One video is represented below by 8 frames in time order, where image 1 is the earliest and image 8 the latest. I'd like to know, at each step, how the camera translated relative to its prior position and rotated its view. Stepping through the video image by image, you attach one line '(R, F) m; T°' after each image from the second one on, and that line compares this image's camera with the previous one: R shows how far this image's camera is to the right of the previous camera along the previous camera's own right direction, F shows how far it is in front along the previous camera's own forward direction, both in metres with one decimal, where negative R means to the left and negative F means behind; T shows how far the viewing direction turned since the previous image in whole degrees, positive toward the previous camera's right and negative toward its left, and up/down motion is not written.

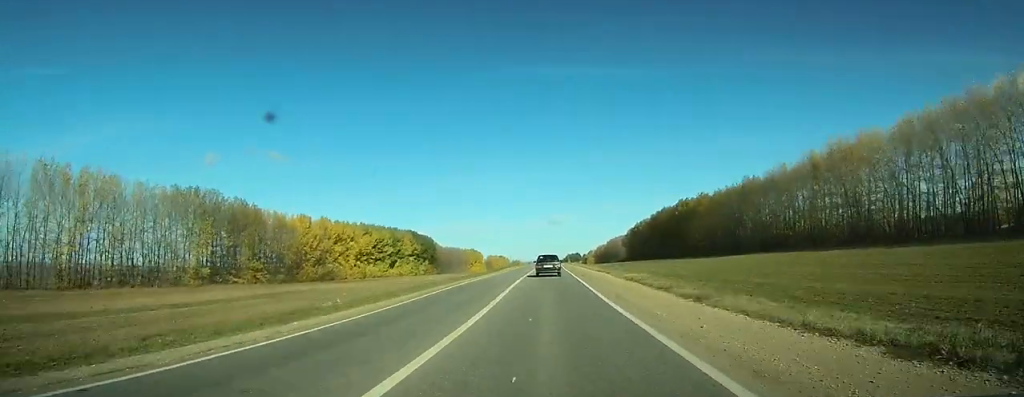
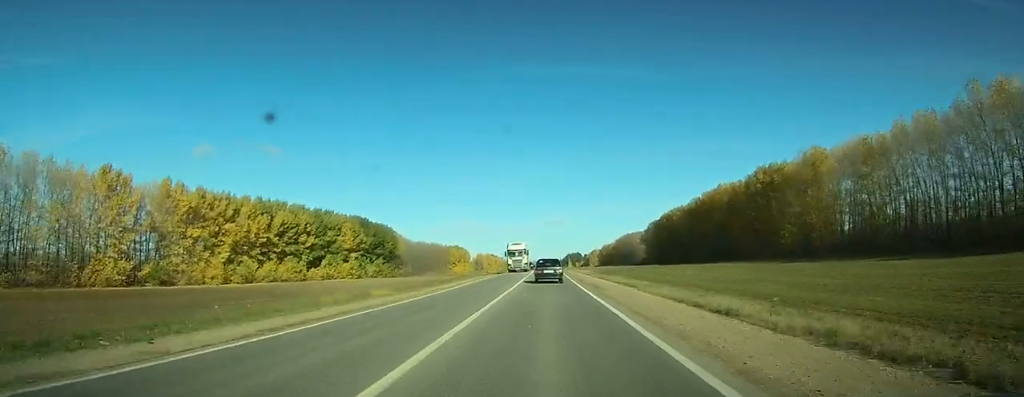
(-0.4, +93.1) m; 0°
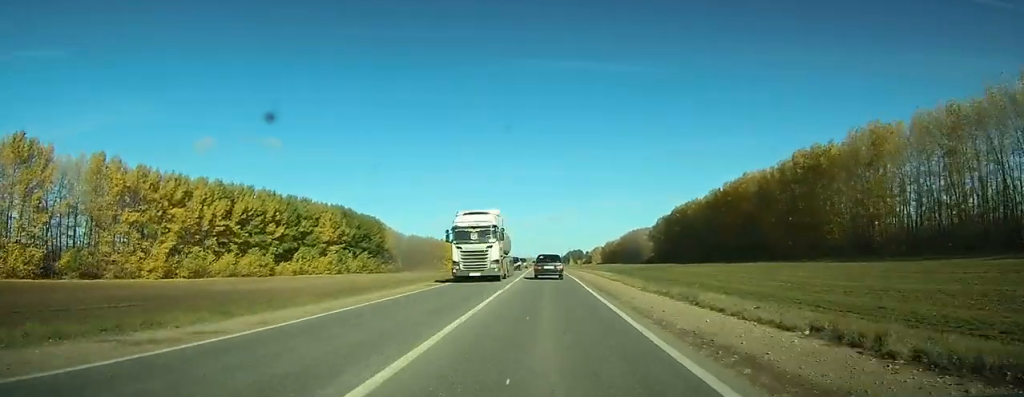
(0.0, +23.8) m; 0°
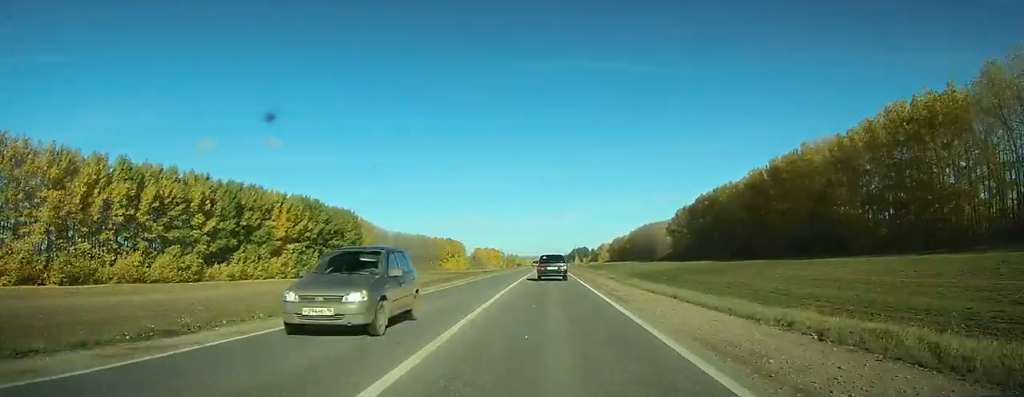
(+0.2, +39.9) m; 0°
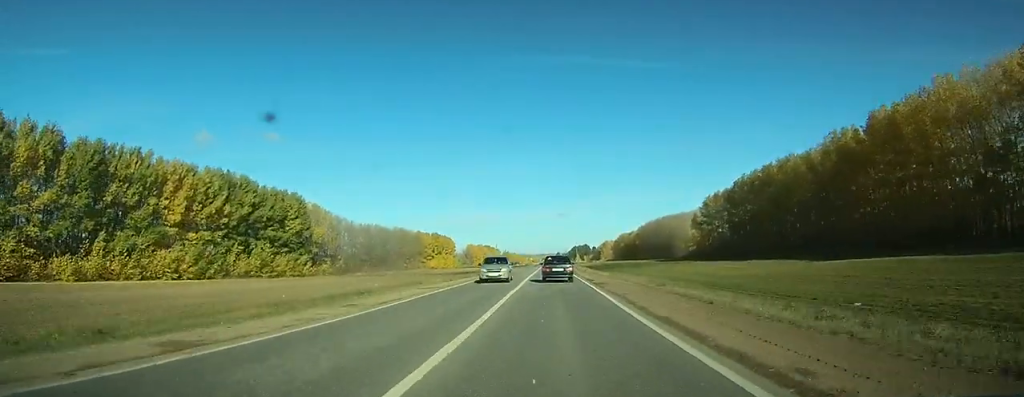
(+0.1, +54.4) m; 0°
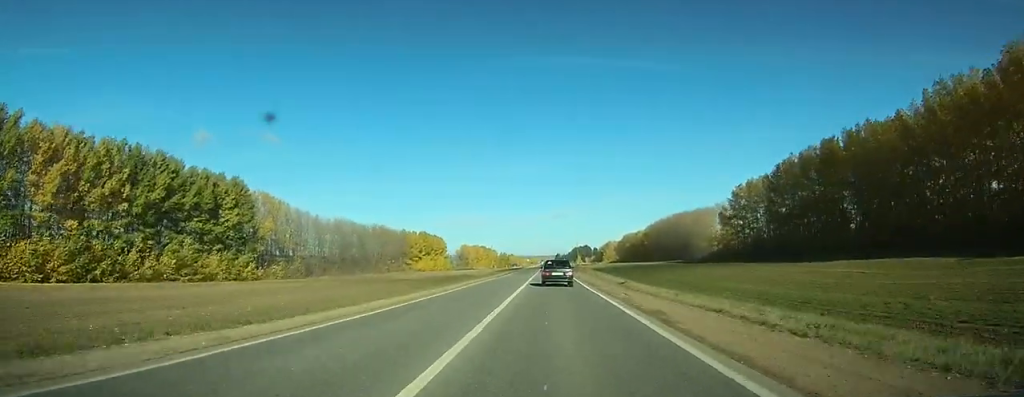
(-0.1, +41.3) m; 0°
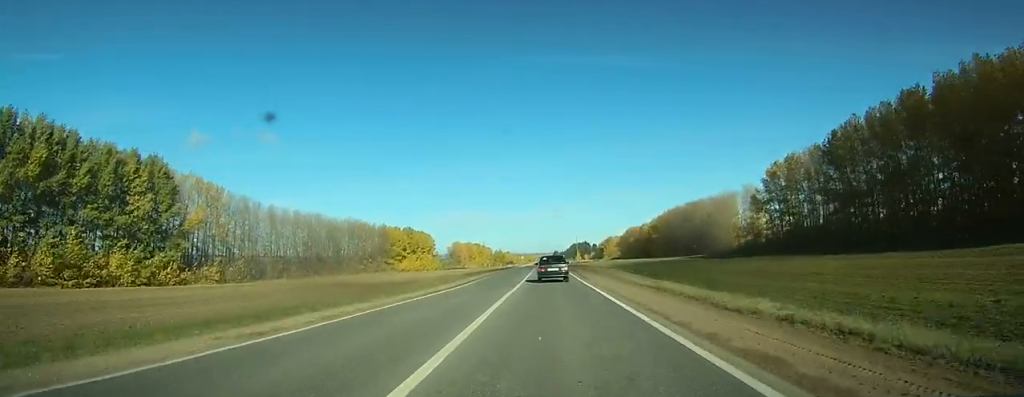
(0.0, +36.9) m; 0°
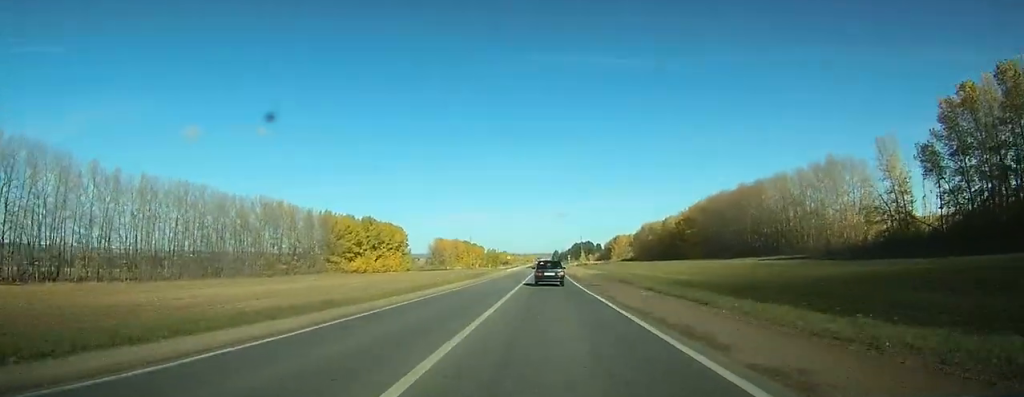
(+0.4, +79.1) m; 0°
